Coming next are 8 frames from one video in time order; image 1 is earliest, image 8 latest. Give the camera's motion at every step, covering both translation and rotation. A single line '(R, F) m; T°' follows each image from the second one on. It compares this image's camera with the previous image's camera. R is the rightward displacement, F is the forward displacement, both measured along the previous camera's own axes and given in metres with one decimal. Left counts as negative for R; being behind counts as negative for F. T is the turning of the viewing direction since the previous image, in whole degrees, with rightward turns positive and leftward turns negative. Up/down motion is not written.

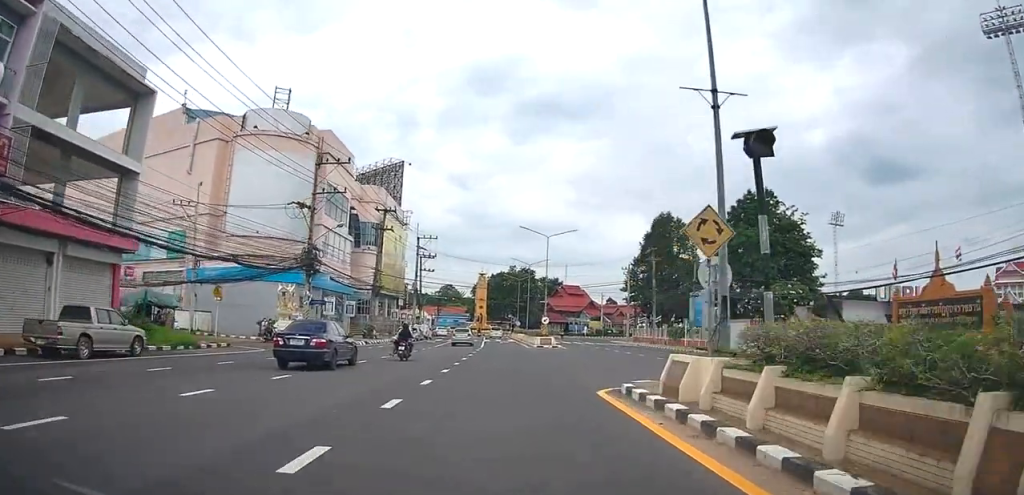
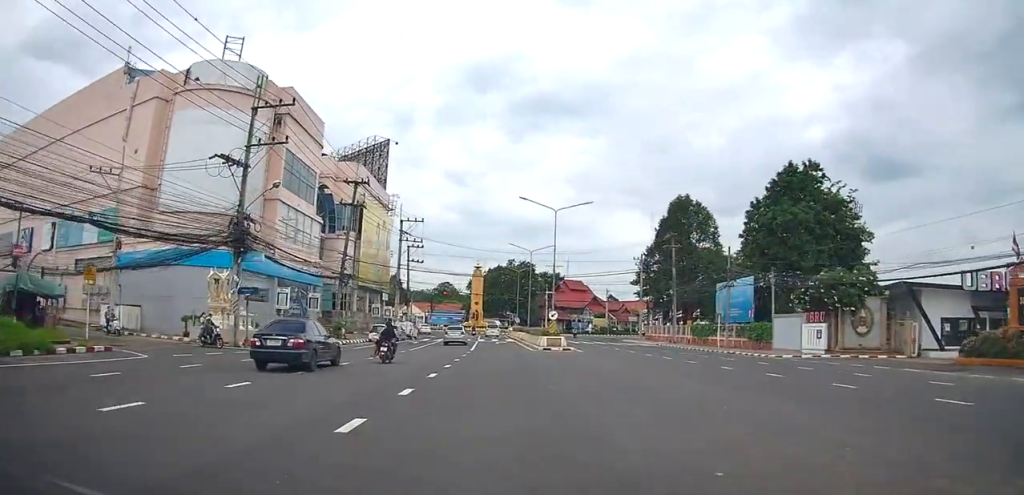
(+0.3, +10.0) m; 0°
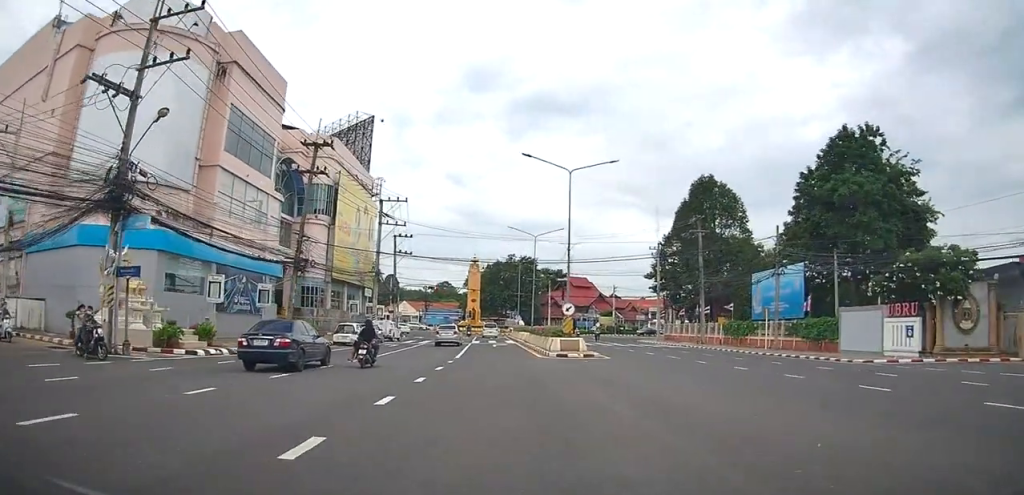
(-0.1, +9.5) m; -1°
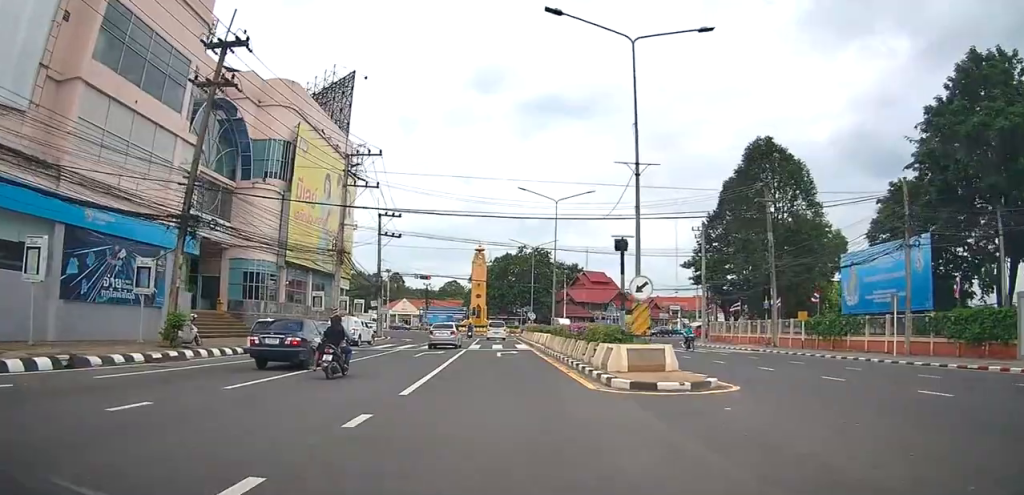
(-0.1, +13.9) m; -1°
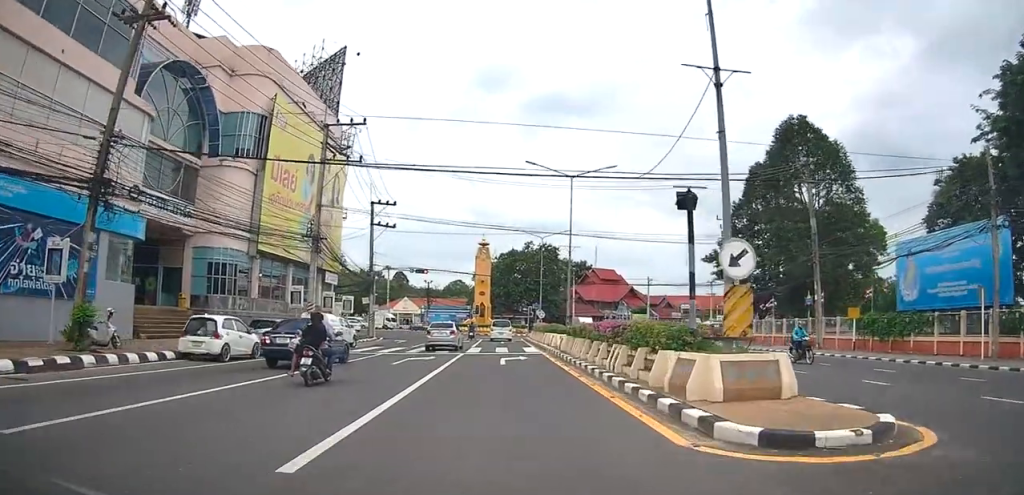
(-0.1, +5.7) m; -1°
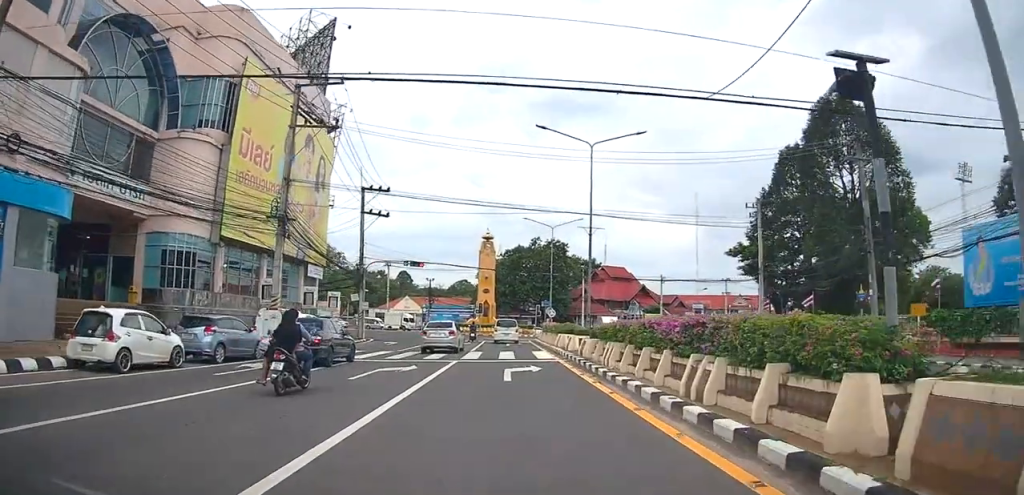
(-0.1, +5.8) m; -1°
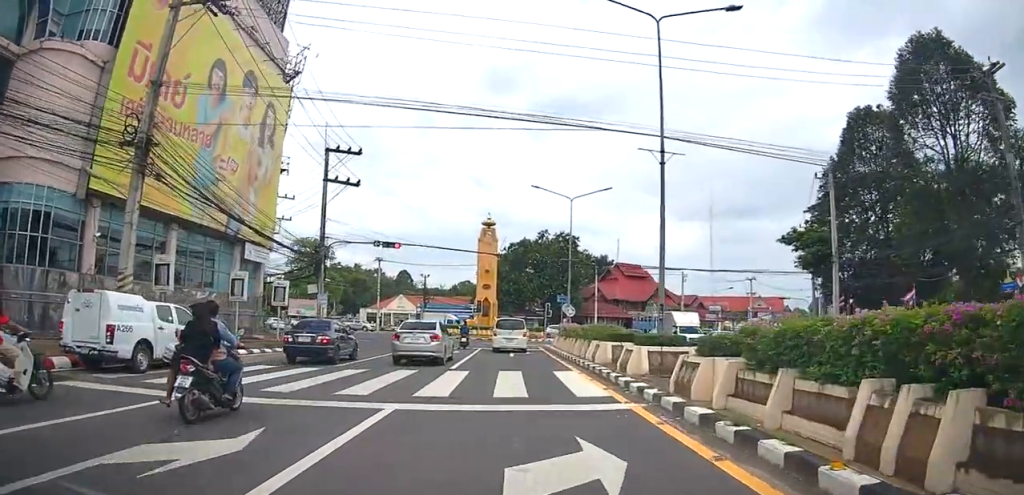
(0.0, +11.4) m; 0°
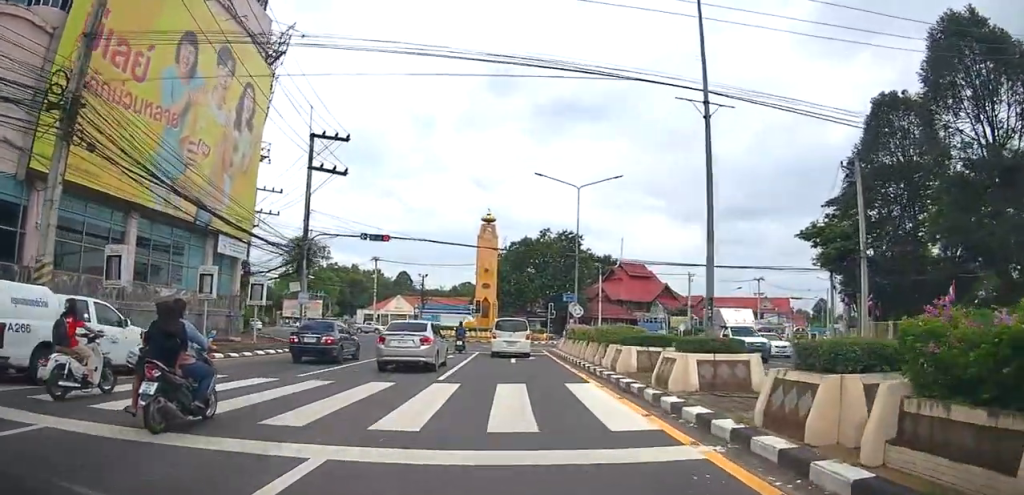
(0.0, +3.6) m; 0°
